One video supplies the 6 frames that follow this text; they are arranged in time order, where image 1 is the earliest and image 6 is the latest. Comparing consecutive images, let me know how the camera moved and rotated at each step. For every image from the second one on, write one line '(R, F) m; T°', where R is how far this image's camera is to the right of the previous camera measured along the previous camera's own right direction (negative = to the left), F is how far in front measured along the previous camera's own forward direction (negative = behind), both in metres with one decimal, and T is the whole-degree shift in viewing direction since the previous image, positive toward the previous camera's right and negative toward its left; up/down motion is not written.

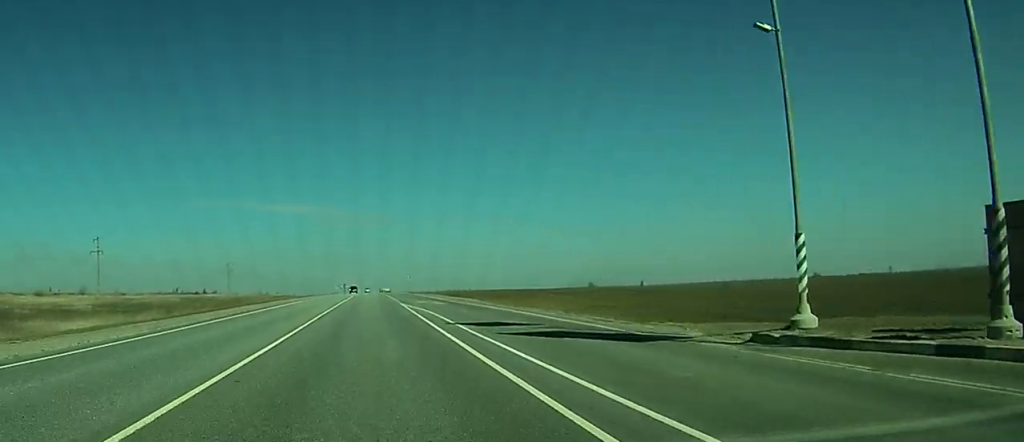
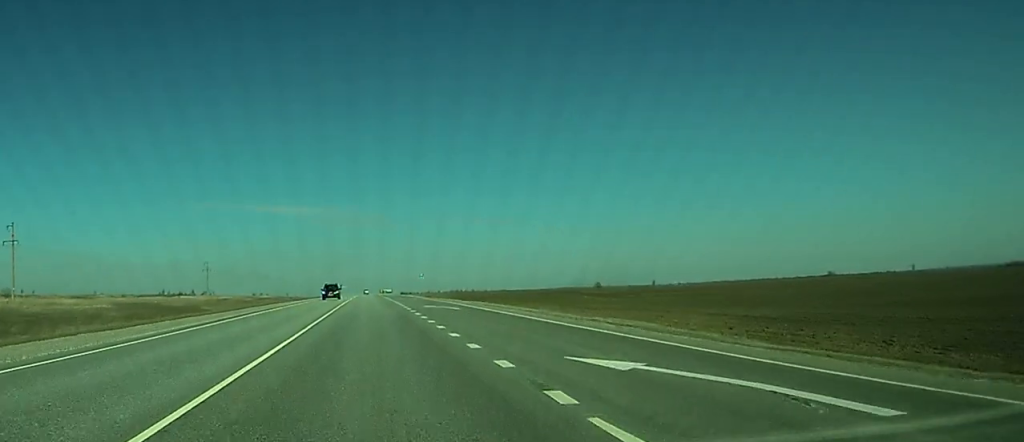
(+0.3, +48.1) m; +1°
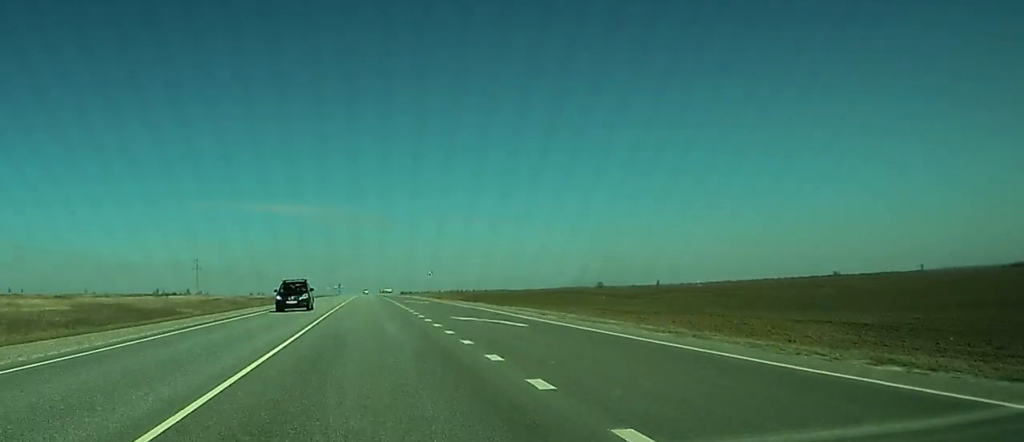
(0.0, +18.9) m; 0°
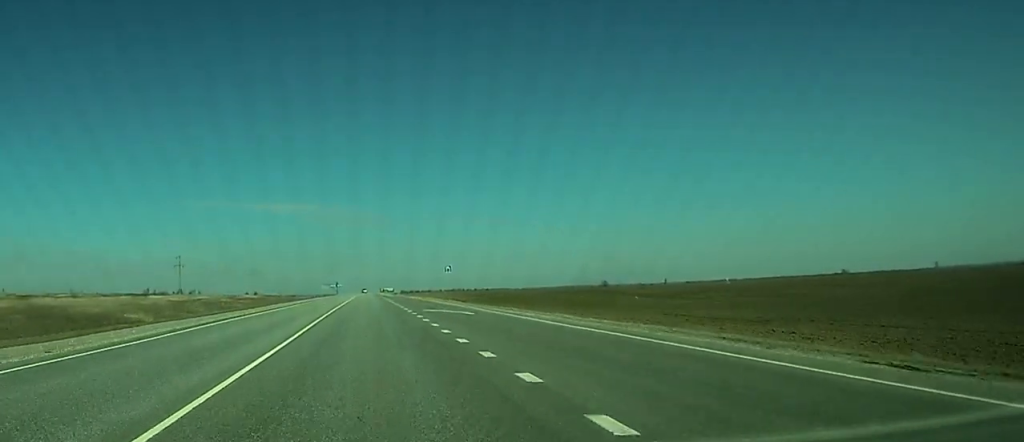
(+0.1, +27.6) m; 0°
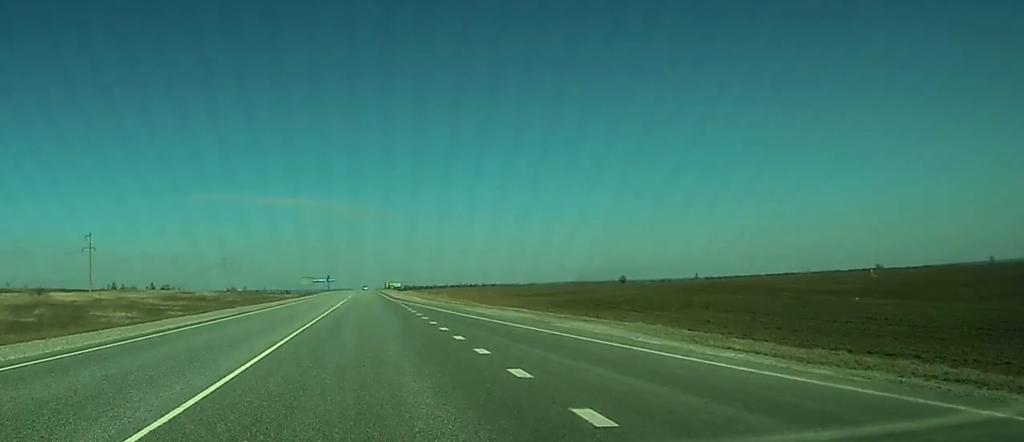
(-1.2, +92.9) m; -1°
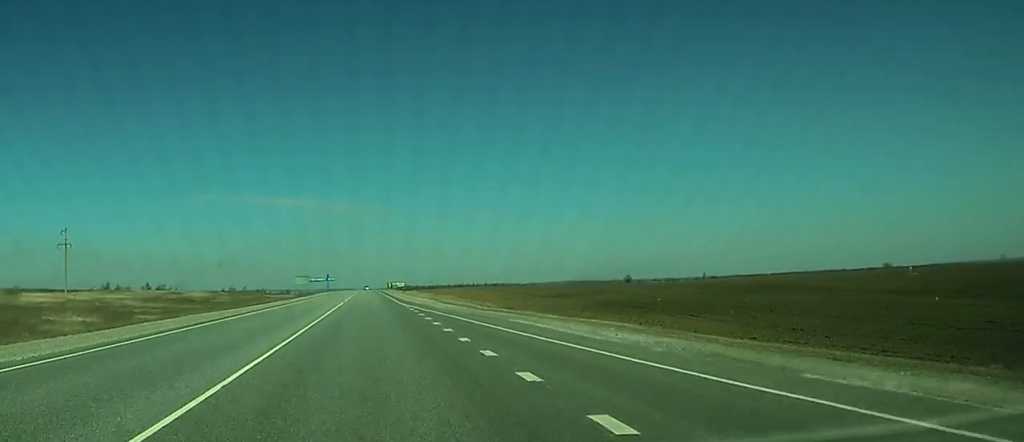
(+0.1, +16.8) m; 0°
